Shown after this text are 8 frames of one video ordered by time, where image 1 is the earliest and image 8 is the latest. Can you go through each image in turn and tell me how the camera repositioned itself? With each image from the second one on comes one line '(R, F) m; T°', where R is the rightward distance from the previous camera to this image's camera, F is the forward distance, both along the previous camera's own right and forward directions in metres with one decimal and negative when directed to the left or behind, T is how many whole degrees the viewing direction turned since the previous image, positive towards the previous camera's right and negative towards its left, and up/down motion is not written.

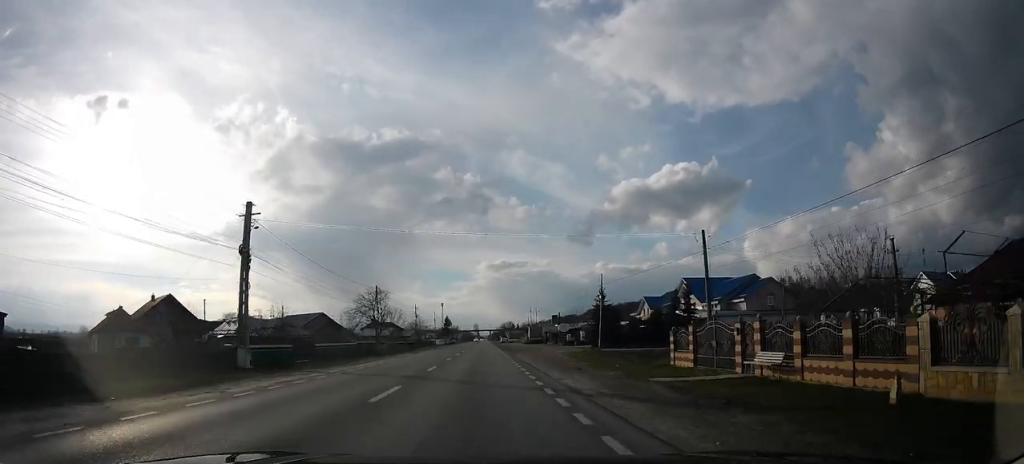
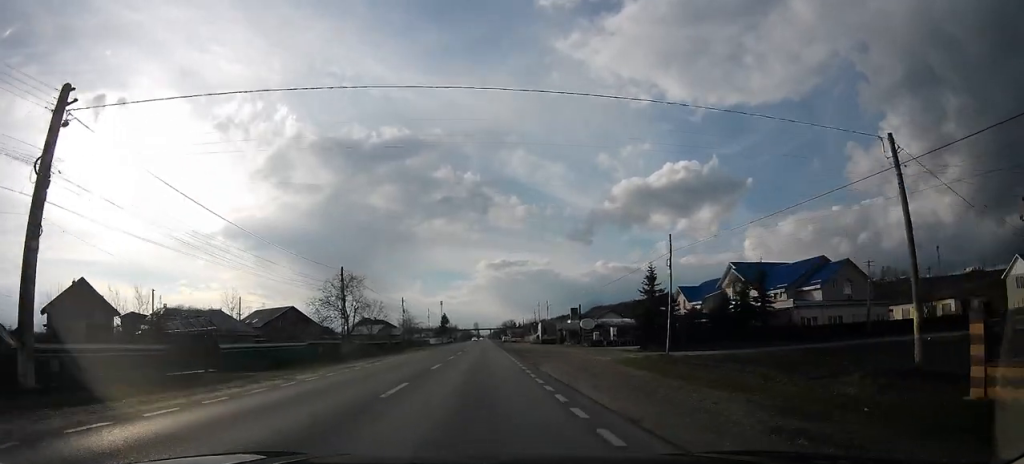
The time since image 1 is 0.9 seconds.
(-0.2, +17.1) m; -1°
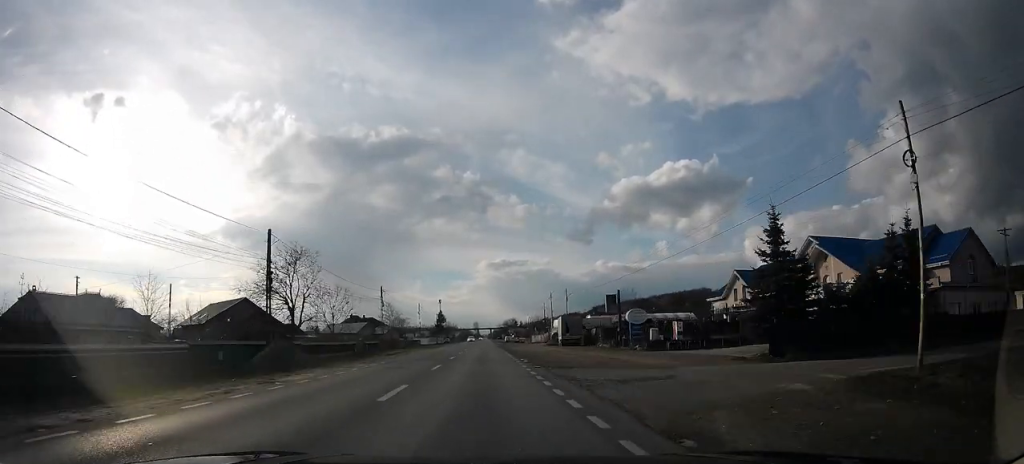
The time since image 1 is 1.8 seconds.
(-0.1, +18.6) m; +1°
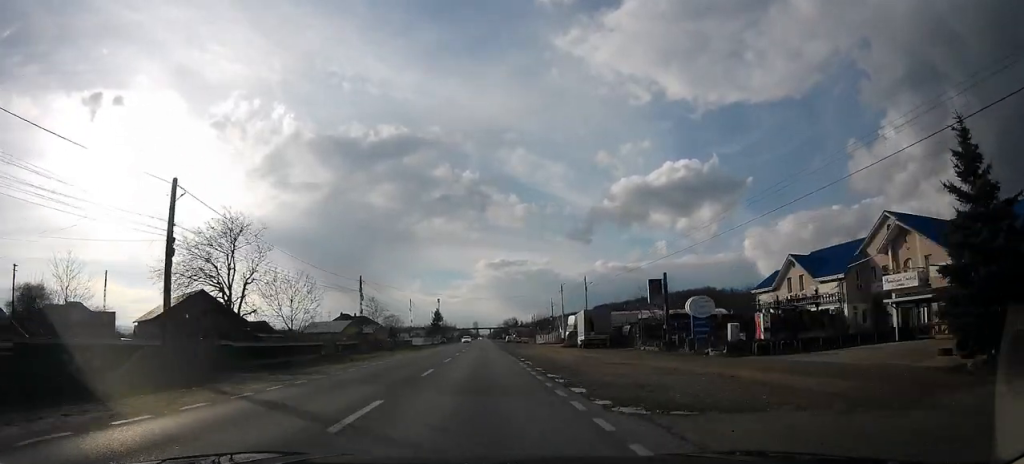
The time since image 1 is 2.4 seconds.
(+0.3, +12.0) m; -1°
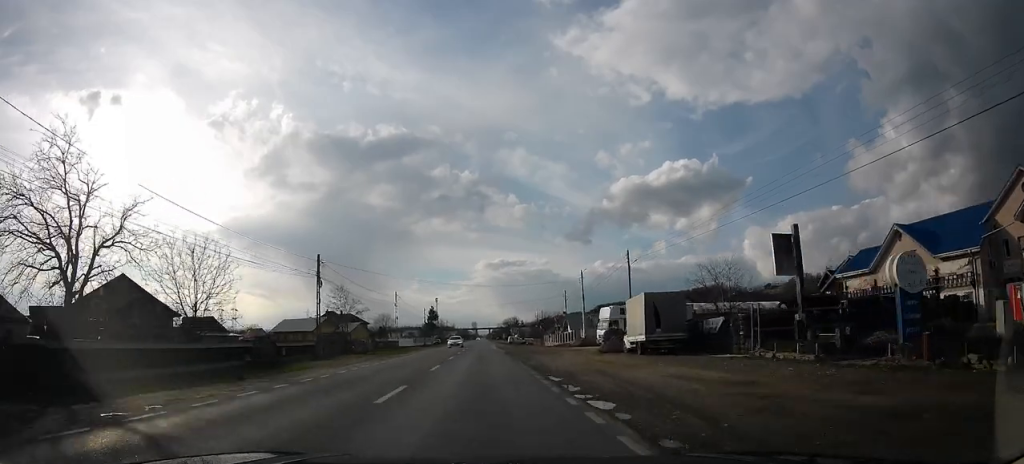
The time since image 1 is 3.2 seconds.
(-0.1, +15.3) m; 0°
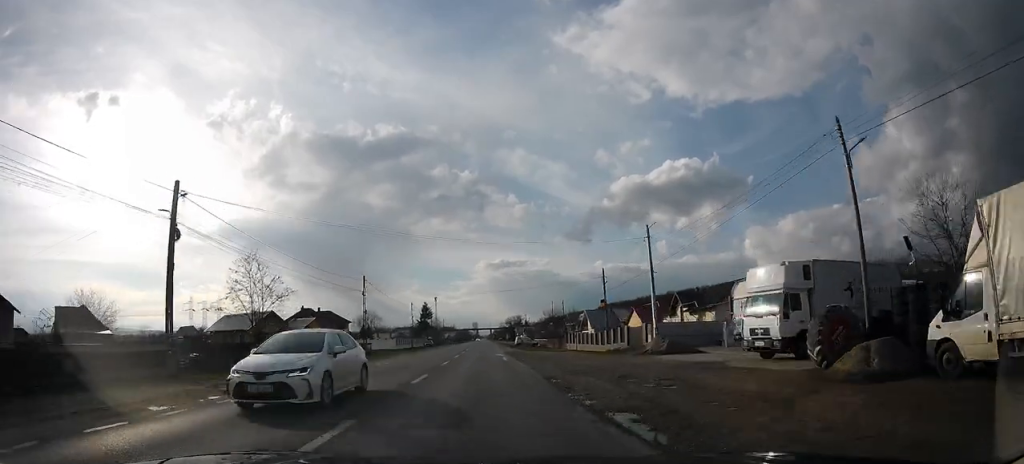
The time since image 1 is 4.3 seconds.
(-0.1, +22.7) m; +1°
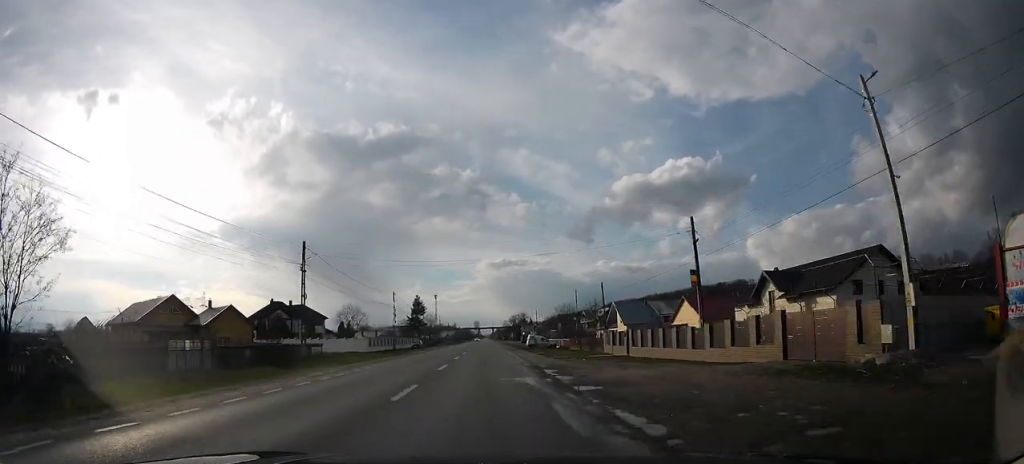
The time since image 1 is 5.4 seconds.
(+0.2, +21.4) m; -1°
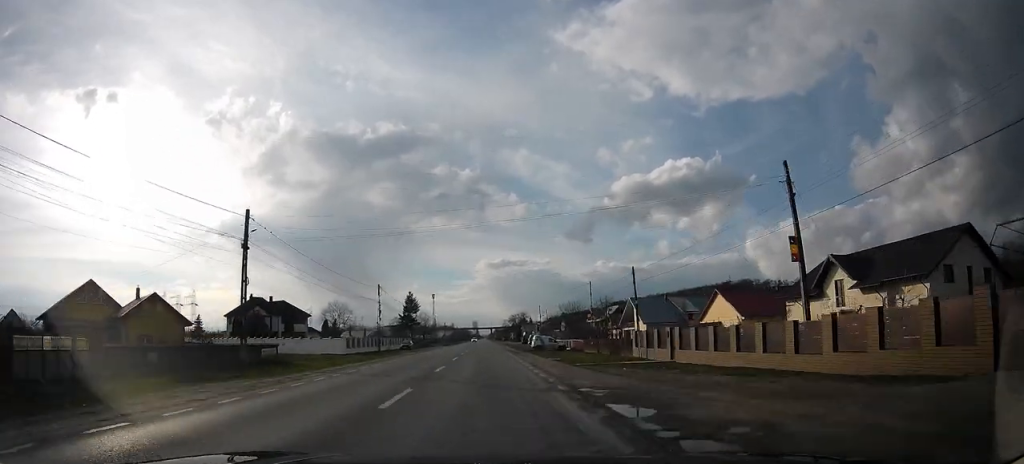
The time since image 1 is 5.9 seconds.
(-0.1, +10.1) m; -1°
